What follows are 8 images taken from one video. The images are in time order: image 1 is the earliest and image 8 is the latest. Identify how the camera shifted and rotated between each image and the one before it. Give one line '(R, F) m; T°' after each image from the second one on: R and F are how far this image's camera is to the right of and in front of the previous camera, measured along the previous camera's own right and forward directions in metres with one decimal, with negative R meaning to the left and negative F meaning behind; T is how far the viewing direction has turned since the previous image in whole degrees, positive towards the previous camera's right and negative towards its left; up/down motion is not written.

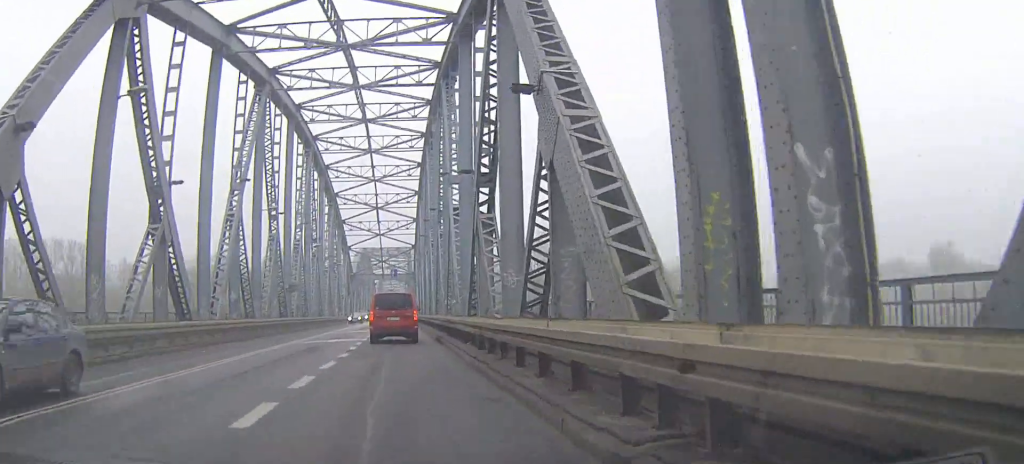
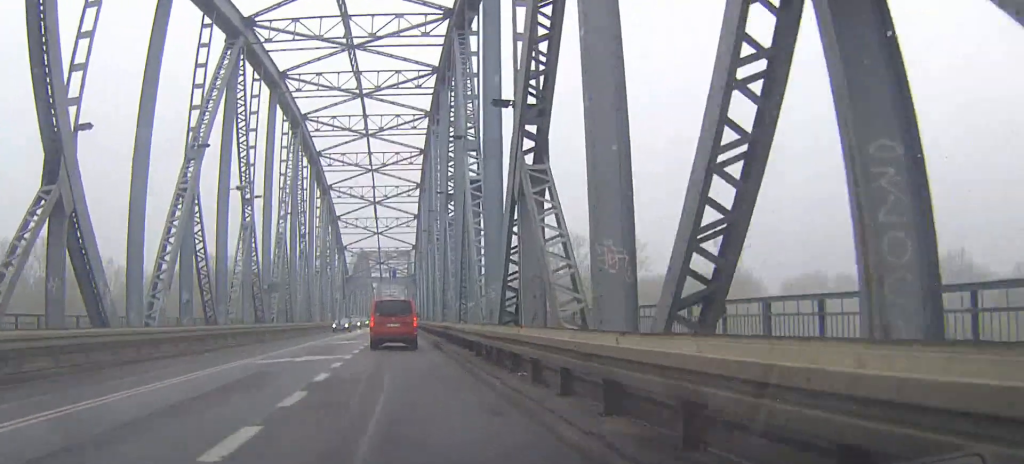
(0.0, +9.0) m; -1°
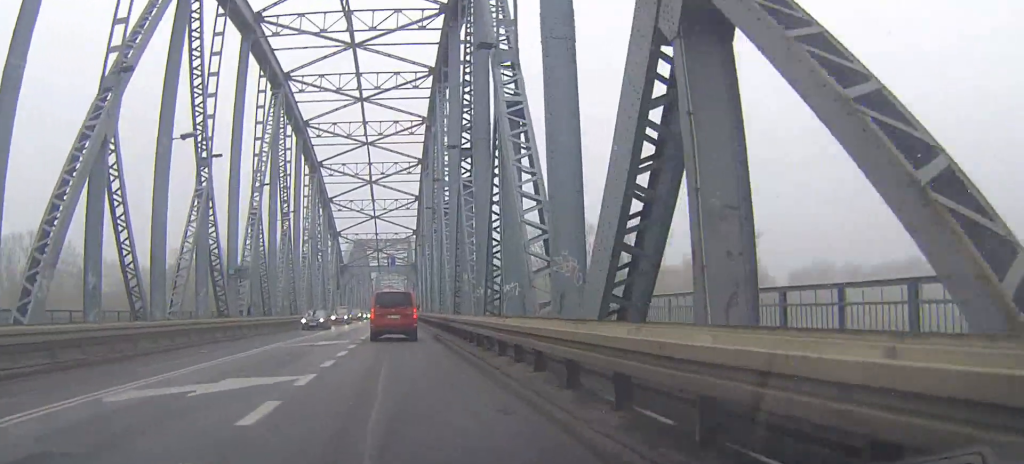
(-0.1, +9.9) m; 0°
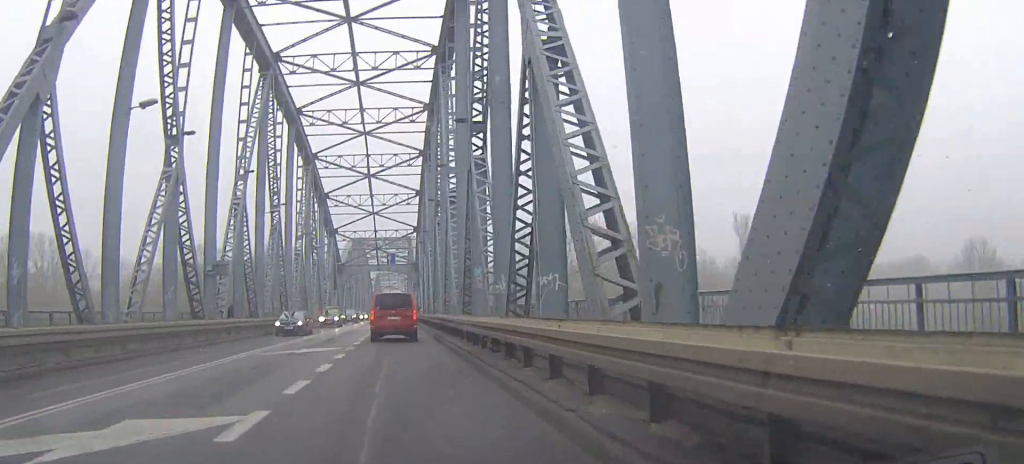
(-0.1, +4.7) m; 0°
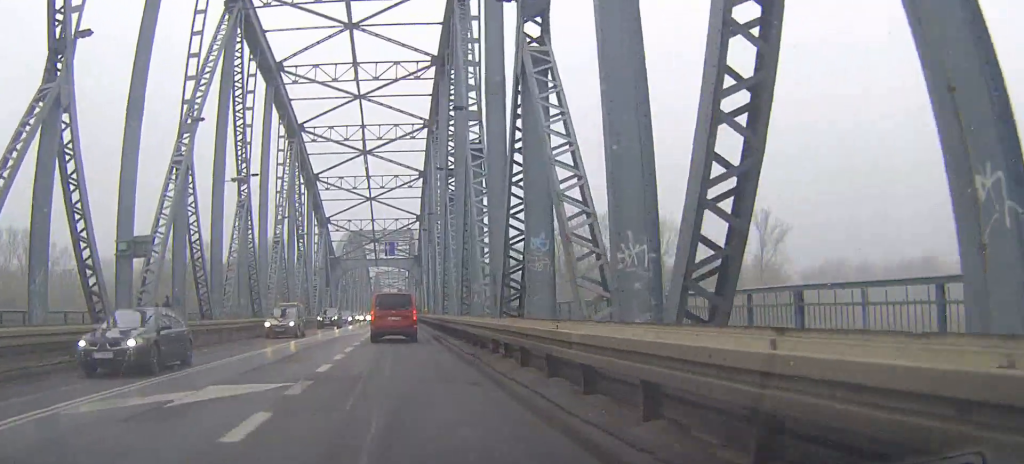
(+0.1, +11.8) m; 0°
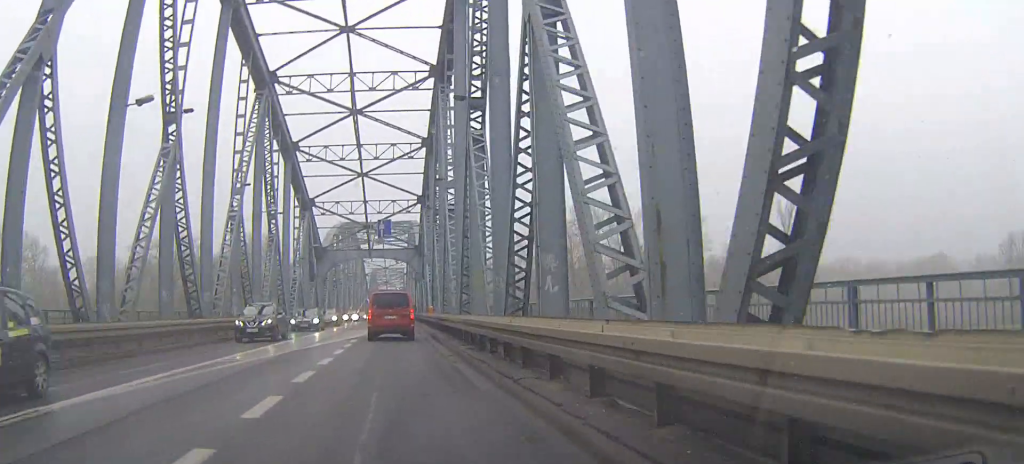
(0.0, +14.2) m; 0°
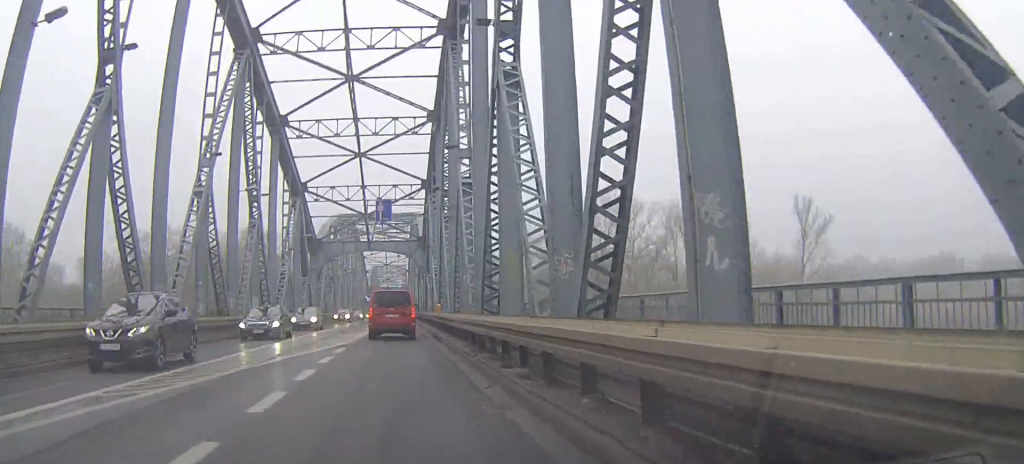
(0.0, +7.7) m; 0°
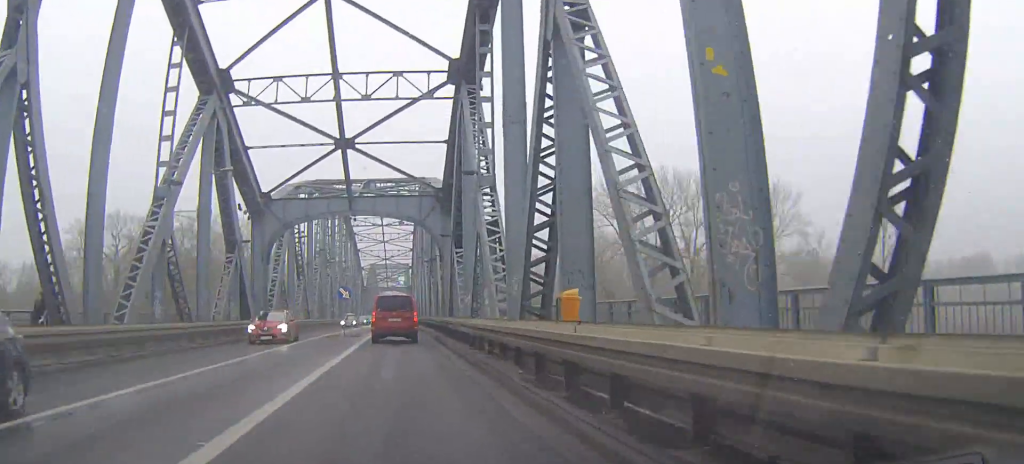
(-0.1, +32.7) m; 0°
